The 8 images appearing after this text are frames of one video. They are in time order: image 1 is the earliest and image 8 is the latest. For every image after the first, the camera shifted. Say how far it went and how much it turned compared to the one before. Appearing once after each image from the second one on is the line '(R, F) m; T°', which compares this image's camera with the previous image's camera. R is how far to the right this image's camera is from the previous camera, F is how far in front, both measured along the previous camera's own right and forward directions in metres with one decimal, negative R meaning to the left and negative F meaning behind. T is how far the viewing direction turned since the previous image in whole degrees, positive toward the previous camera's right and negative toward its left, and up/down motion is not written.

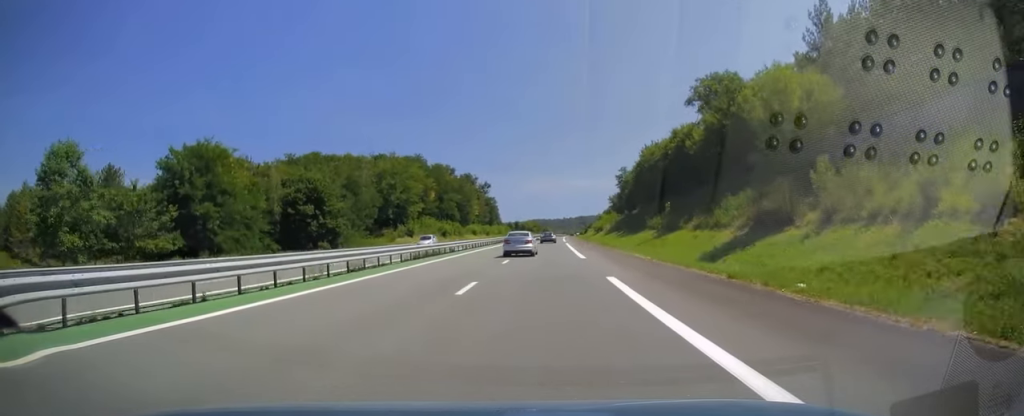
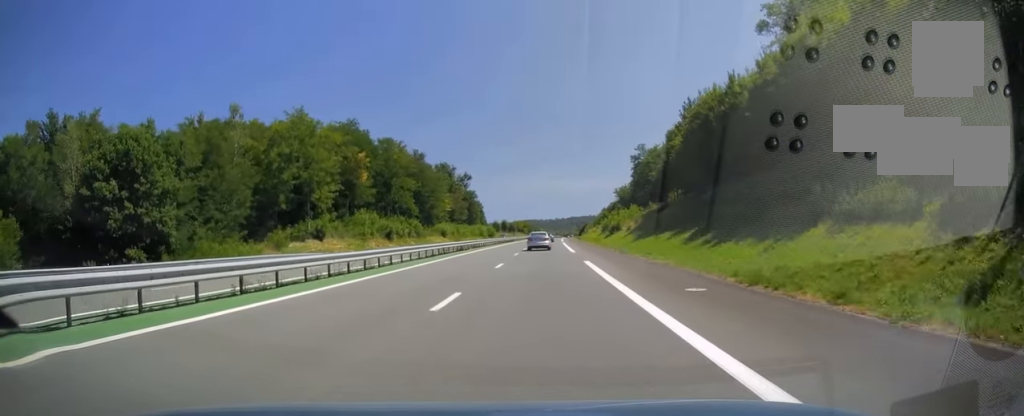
(-0.2, +41.8) m; +1°
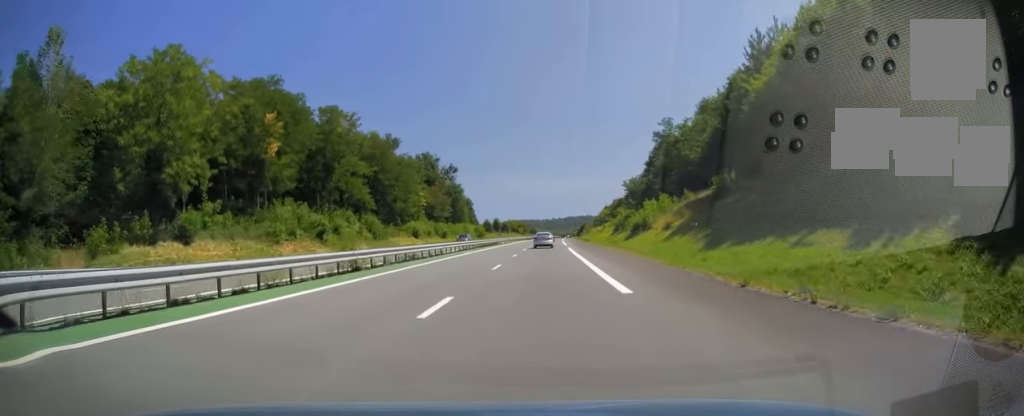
(+0.4, +27.0) m; +1°
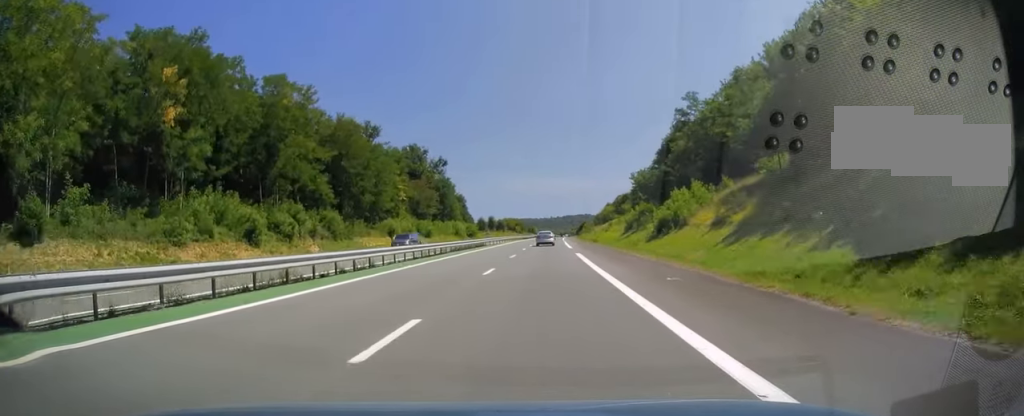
(+0.2, +16.2) m; 0°
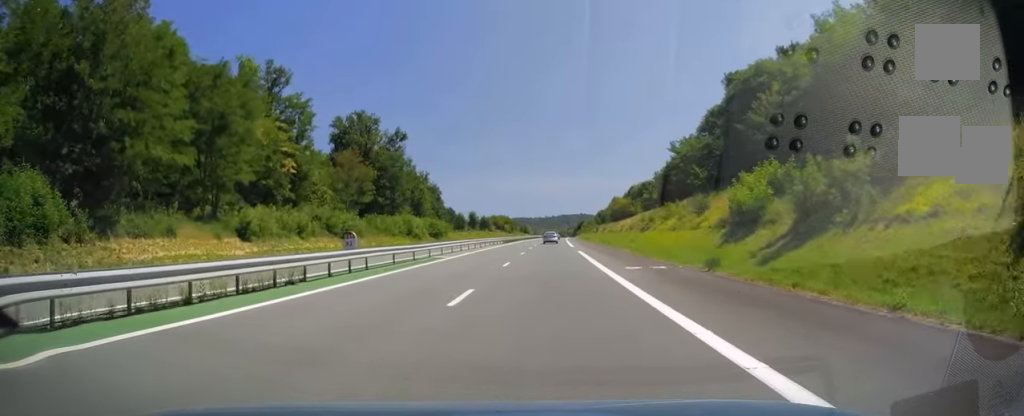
(-0.1, +47.1) m; 0°
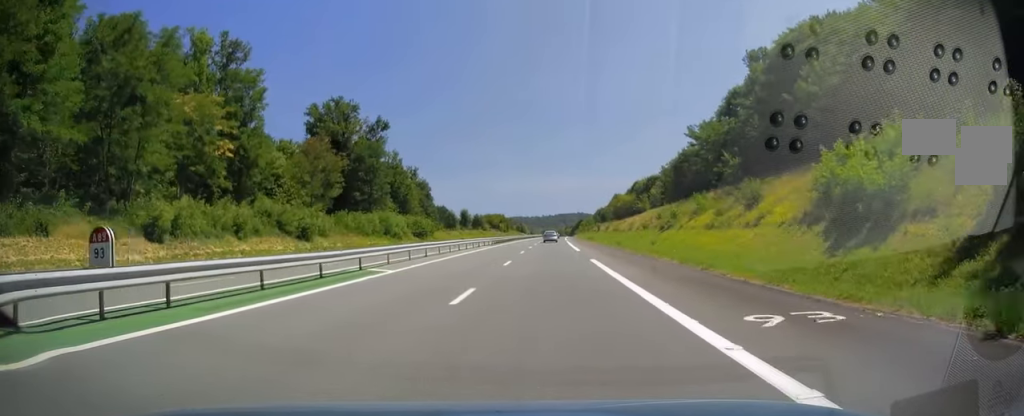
(+0.1, +12.8) m; 0°
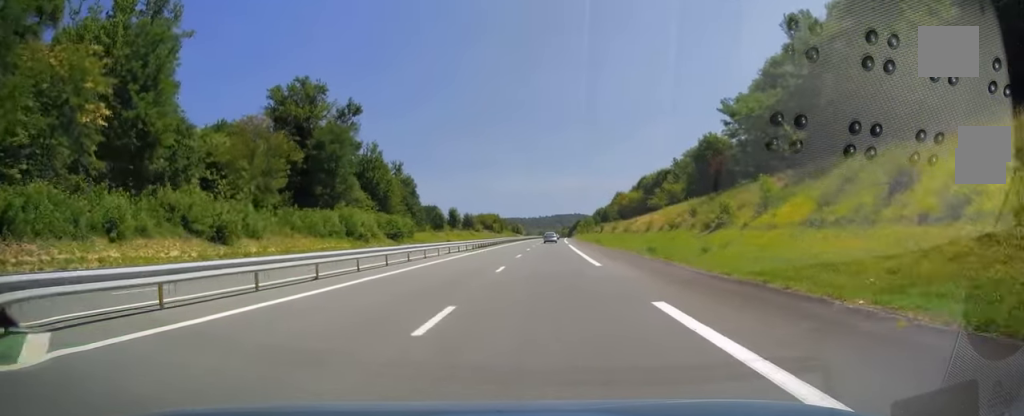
(+0.1, +16.2) m; 0°
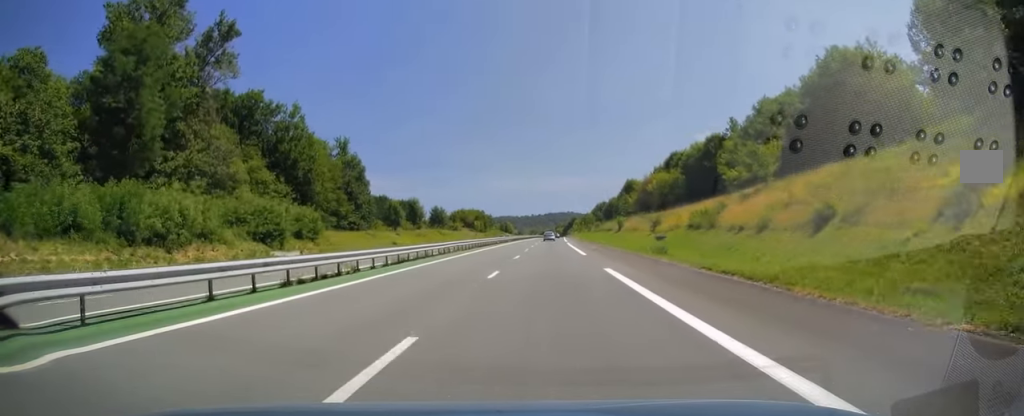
(+0.1, +42.3) m; 0°
